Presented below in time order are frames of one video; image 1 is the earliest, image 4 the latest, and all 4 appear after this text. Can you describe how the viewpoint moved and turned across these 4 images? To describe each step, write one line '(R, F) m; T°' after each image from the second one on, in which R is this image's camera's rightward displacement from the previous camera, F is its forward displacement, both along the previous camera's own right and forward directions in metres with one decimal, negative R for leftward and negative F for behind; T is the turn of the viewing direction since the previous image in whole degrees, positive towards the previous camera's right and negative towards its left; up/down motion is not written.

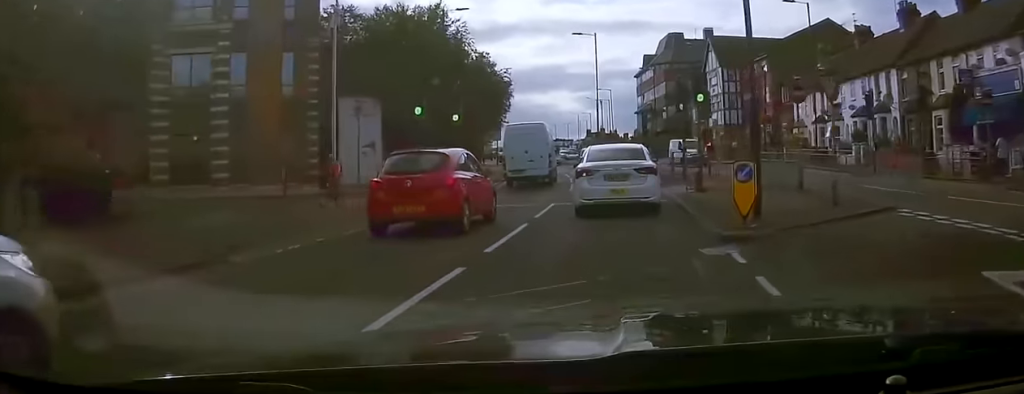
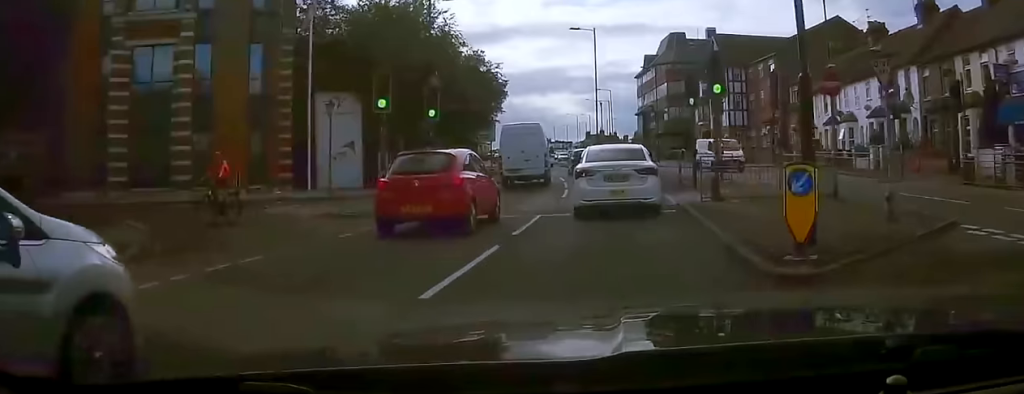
(0.0, +3.2) m; -1°
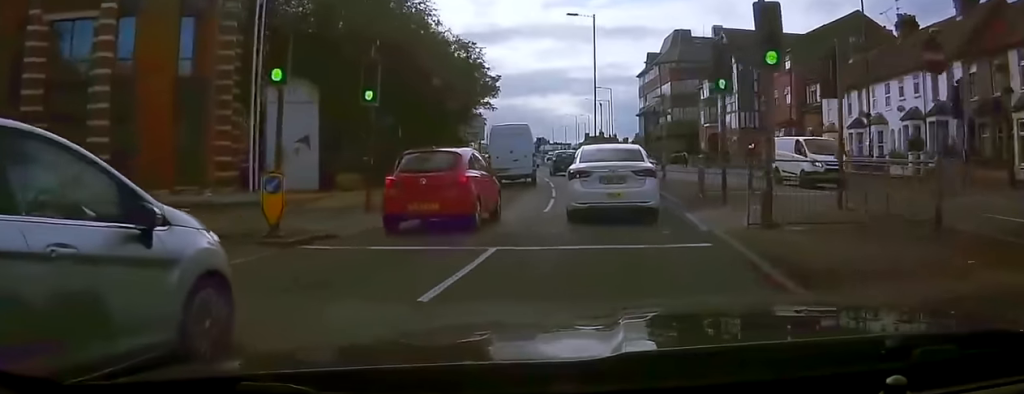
(0.0, +5.7) m; -1°
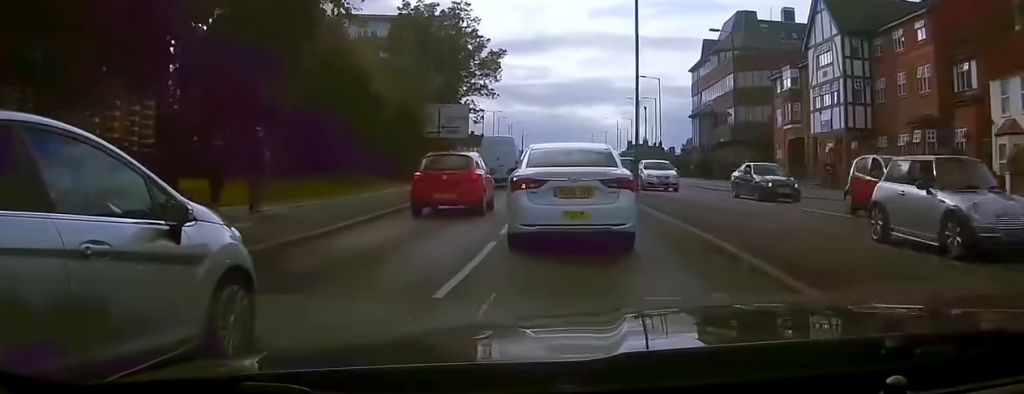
(-0.2, +23.3) m; -3°
